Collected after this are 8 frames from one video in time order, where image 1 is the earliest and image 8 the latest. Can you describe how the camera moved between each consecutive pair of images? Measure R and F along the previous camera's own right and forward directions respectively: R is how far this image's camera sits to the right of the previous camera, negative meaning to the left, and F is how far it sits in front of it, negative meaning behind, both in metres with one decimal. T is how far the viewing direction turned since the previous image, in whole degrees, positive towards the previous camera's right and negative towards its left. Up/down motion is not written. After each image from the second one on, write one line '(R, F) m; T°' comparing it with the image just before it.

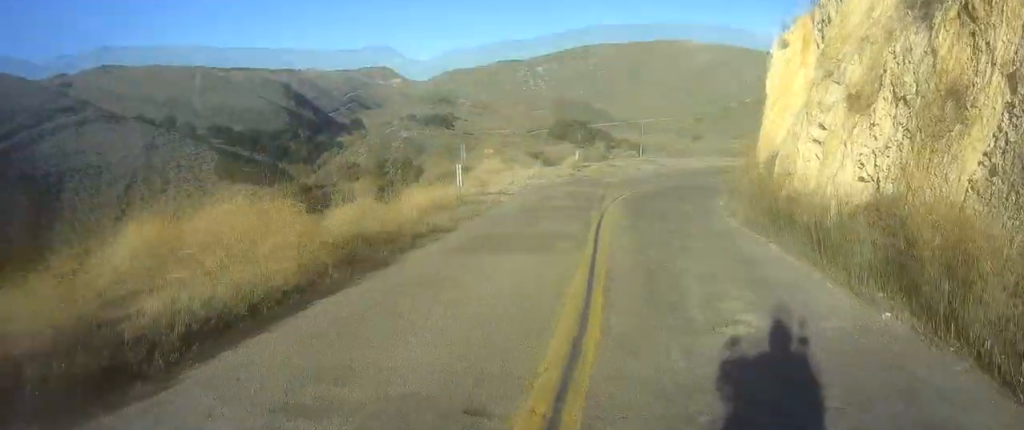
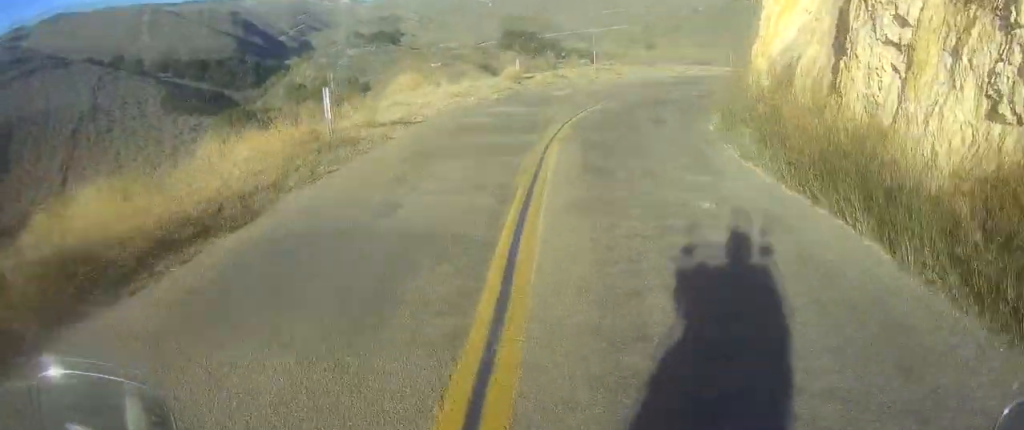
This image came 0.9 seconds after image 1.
(-0.1, +6.9) m; -1°
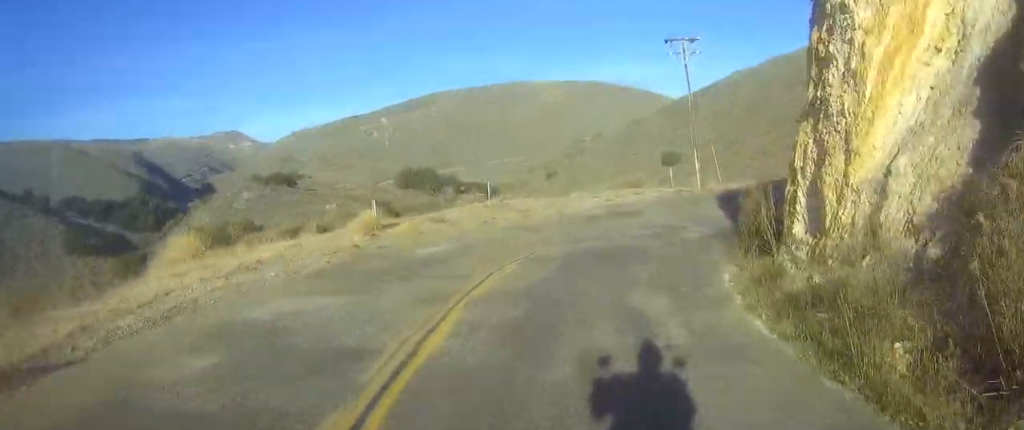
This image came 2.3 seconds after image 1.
(-0.1, +10.5) m; -1°
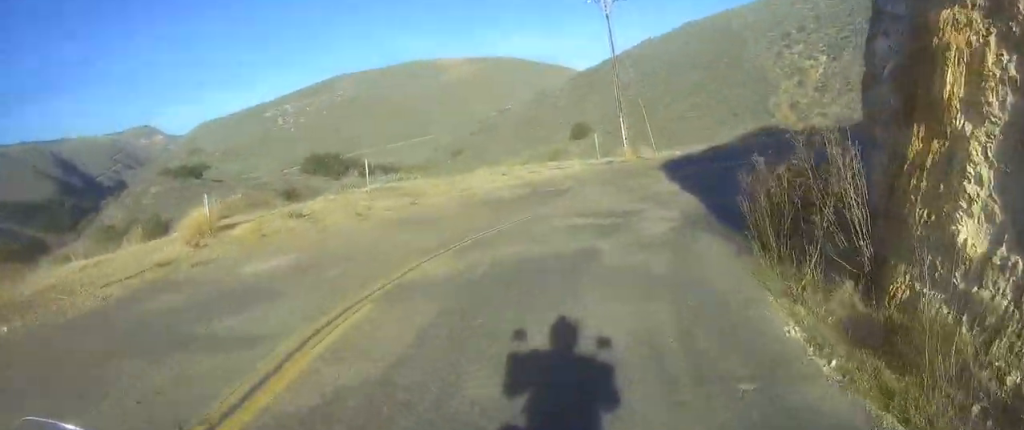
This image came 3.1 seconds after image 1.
(-0.2, +6.2) m; +11°
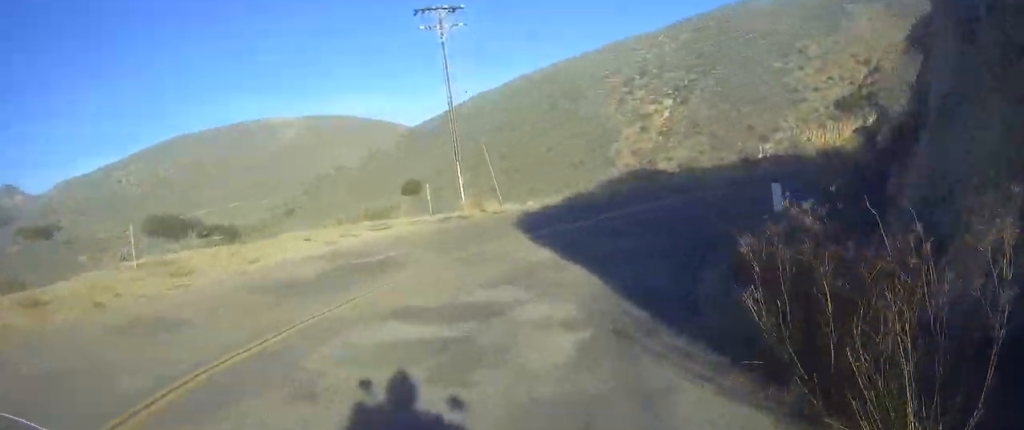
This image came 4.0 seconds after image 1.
(+1.2, +5.8) m; +19°
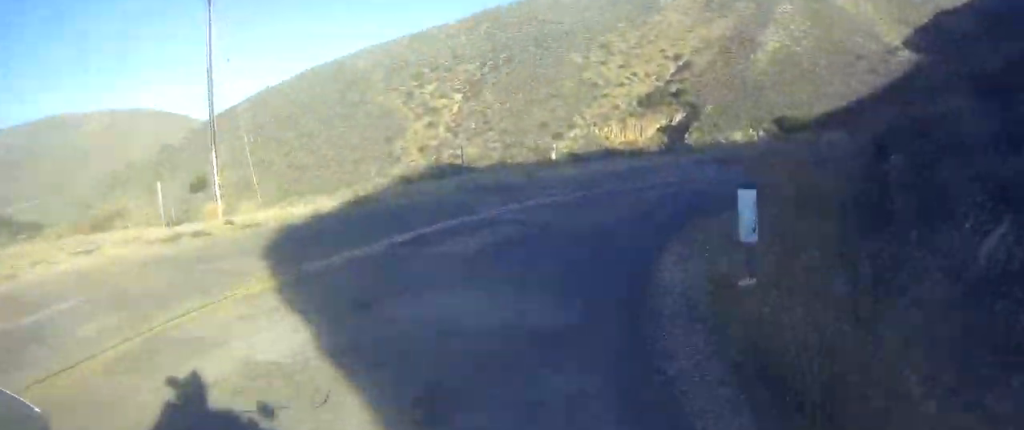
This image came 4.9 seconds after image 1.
(+1.2, +6.4) m; +9°
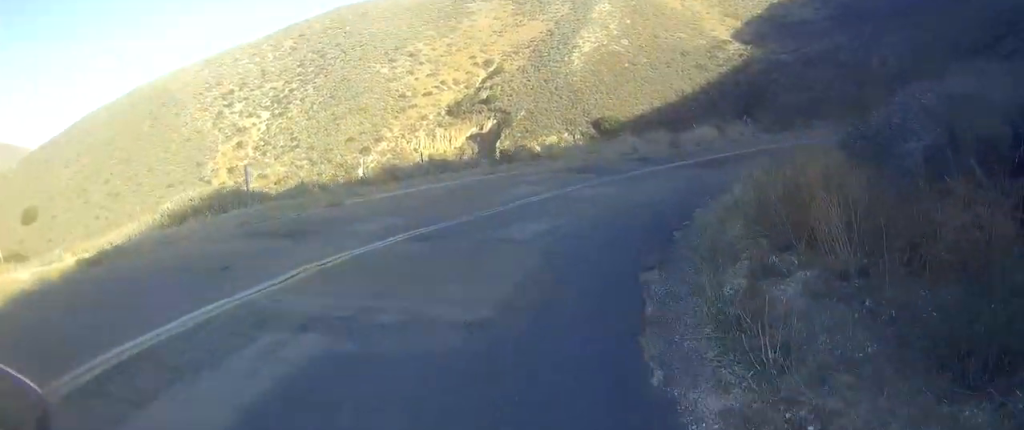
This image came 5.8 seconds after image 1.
(-0.1, +6.5) m; +3°
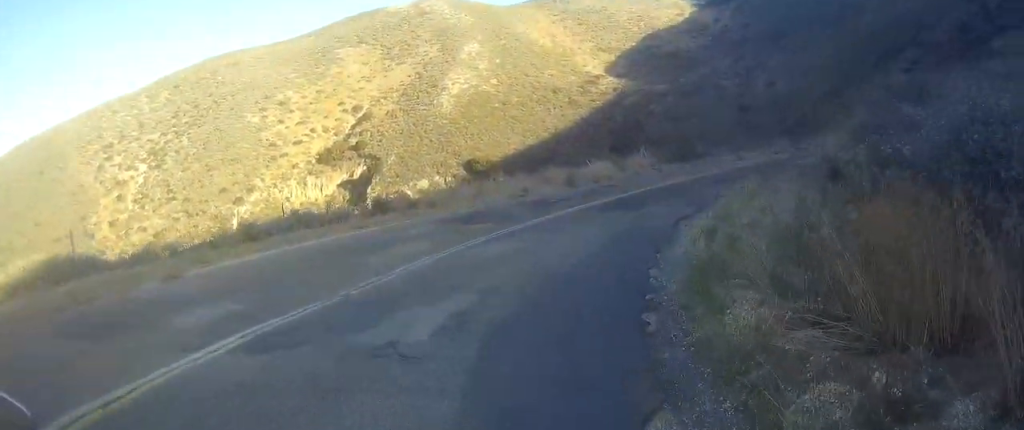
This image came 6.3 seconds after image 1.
(-0.3, +4.1) m; +3°
